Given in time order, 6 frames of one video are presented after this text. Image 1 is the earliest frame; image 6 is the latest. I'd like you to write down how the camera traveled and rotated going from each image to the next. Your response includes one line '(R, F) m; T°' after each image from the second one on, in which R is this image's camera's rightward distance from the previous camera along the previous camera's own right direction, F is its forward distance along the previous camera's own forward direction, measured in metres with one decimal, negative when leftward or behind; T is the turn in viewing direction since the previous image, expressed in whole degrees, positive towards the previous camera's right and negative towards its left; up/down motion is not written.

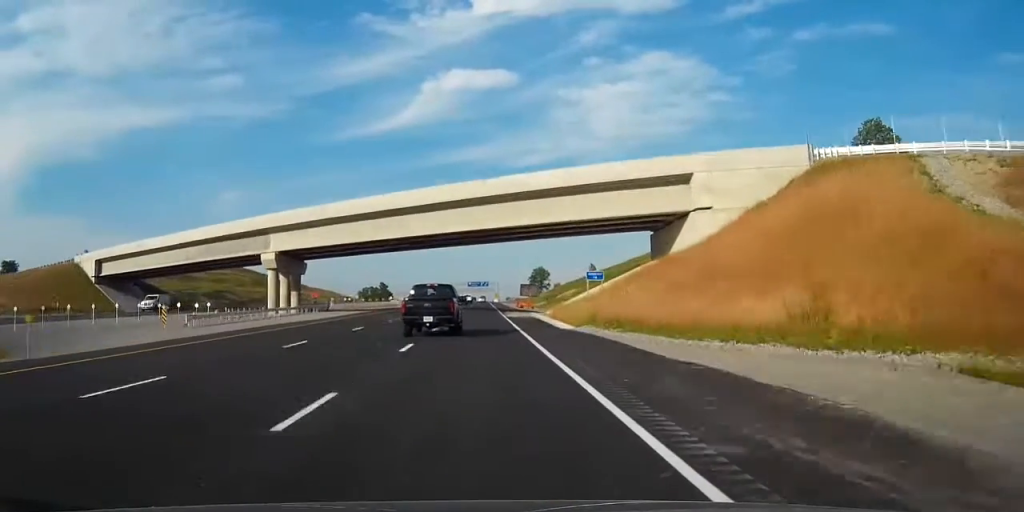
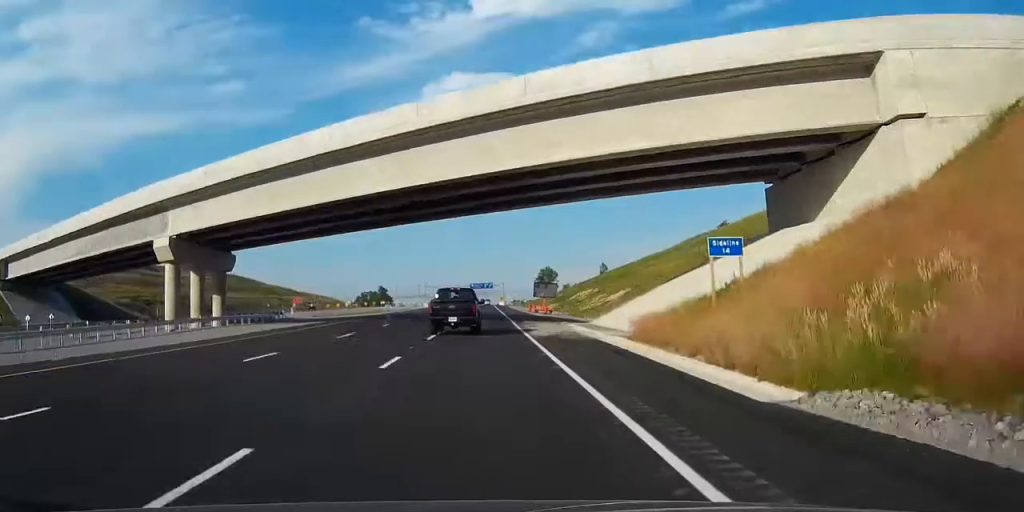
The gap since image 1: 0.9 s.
(0.0, +28.2) m; 0°
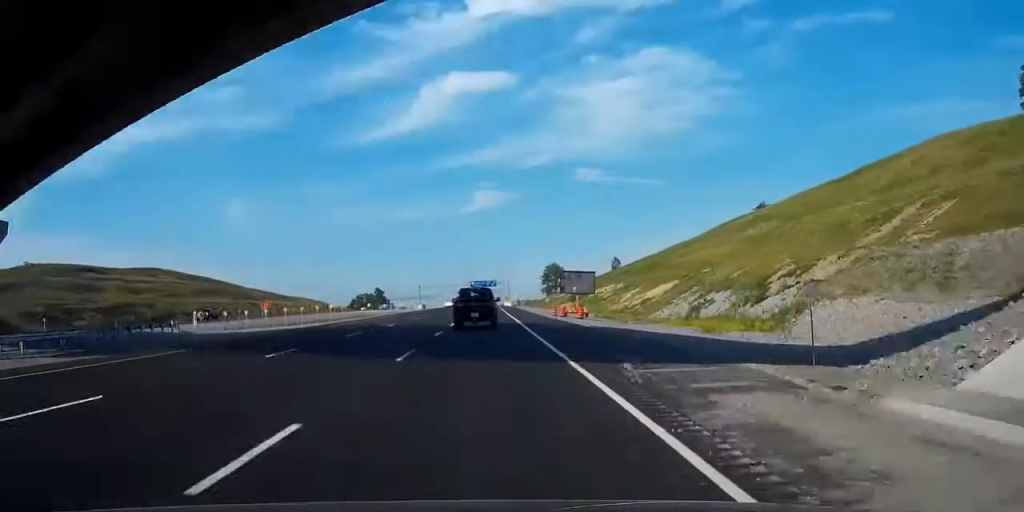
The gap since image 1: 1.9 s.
(0.0, +34.8) m; -2°
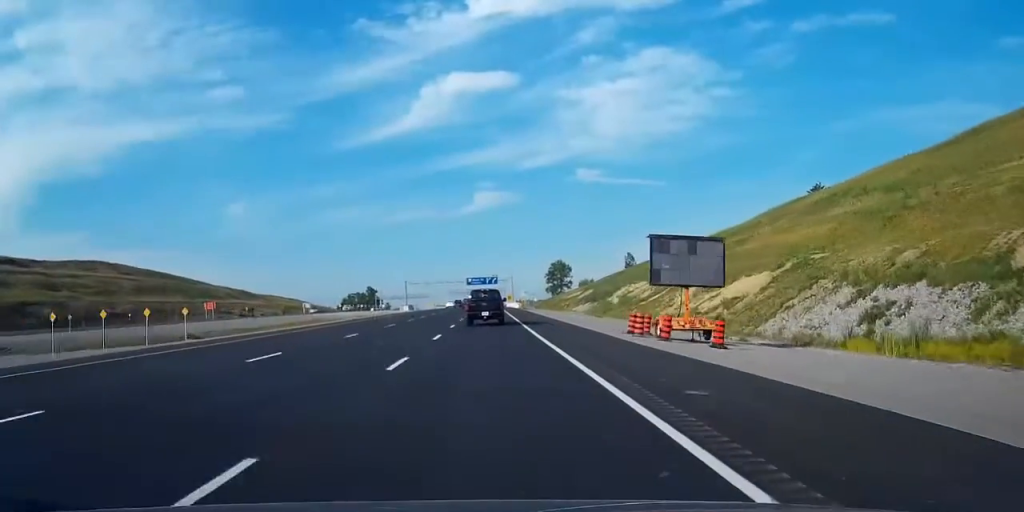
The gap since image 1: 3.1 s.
(-1.4, +38.2) m; -2°
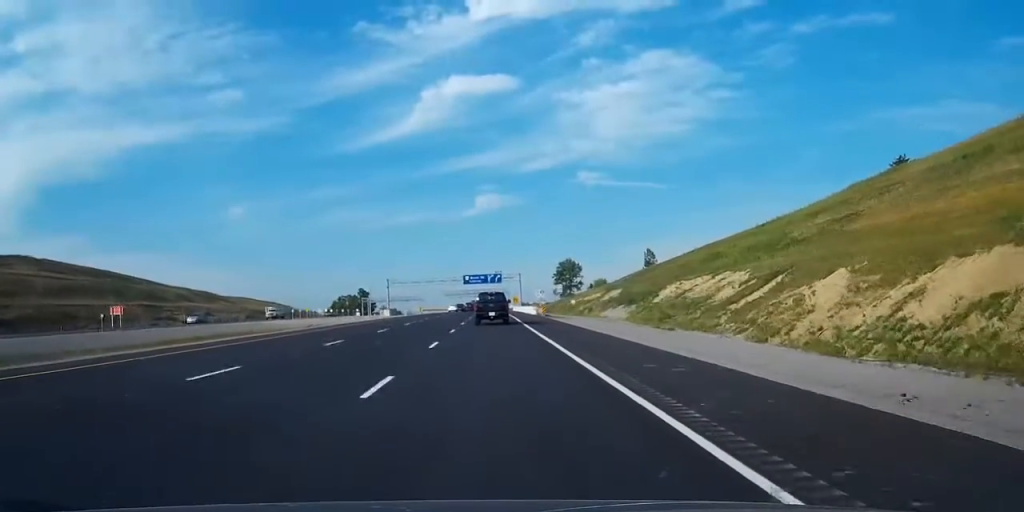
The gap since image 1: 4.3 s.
(+0.3, +40.4) m; +1°
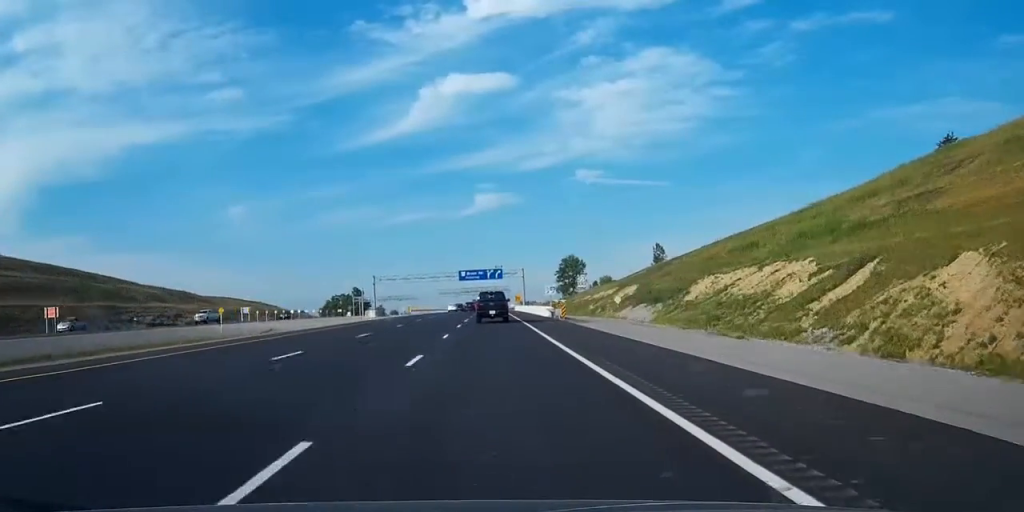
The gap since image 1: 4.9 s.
(+0.2, +18.6) m; +1°
